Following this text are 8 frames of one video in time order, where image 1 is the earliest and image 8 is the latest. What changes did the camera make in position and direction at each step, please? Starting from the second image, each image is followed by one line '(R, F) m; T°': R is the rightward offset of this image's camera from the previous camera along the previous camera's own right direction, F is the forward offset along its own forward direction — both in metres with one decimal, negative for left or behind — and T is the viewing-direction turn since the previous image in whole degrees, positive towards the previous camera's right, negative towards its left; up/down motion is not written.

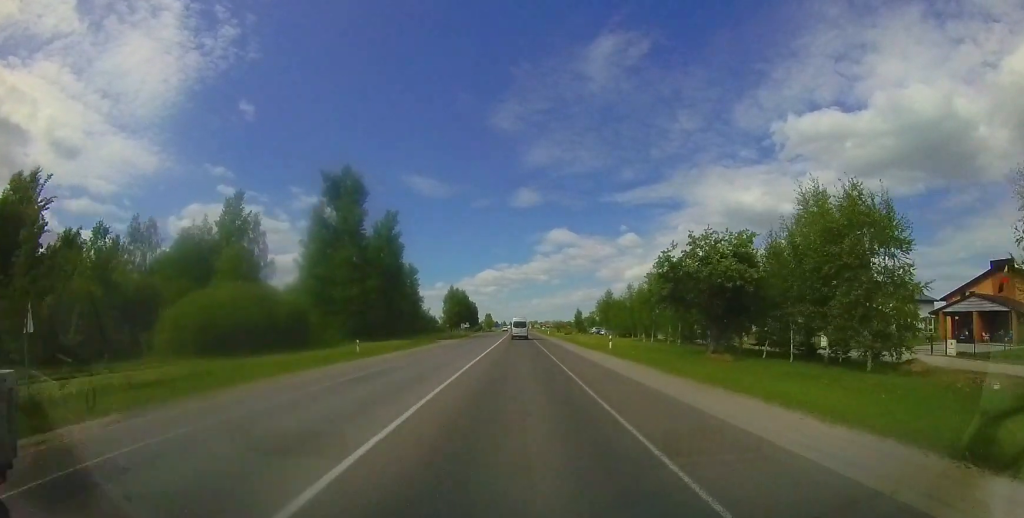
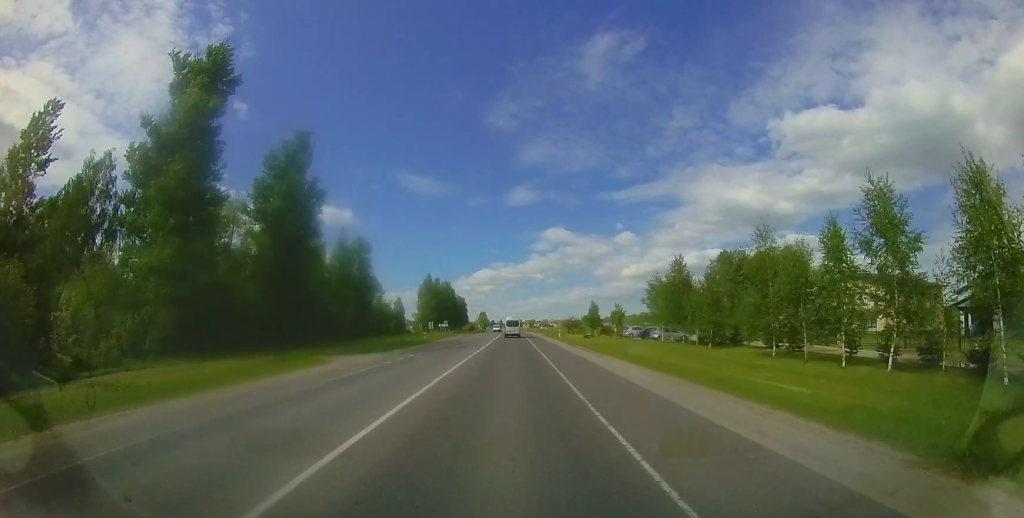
(+0.3, +26.7) m; 0°
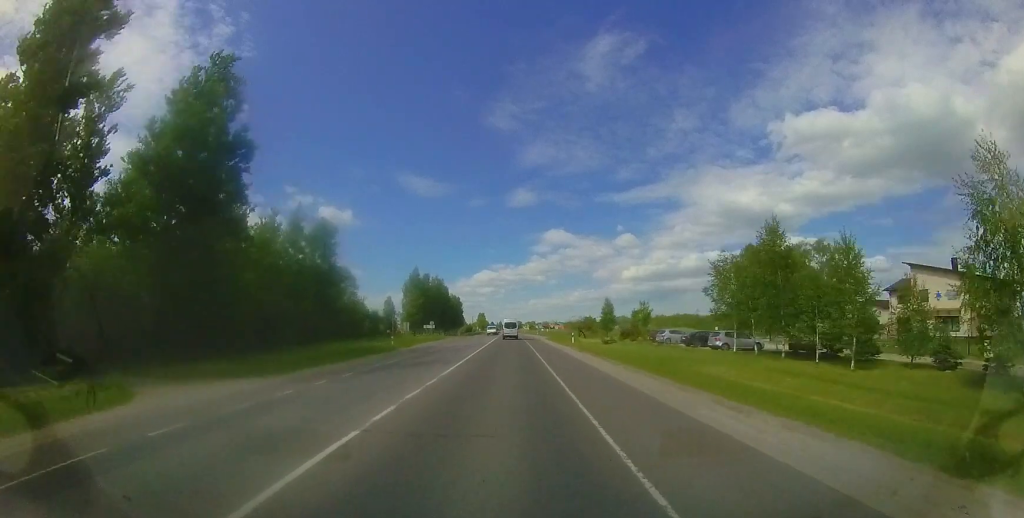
(-0.2, +12.6) m; 0°
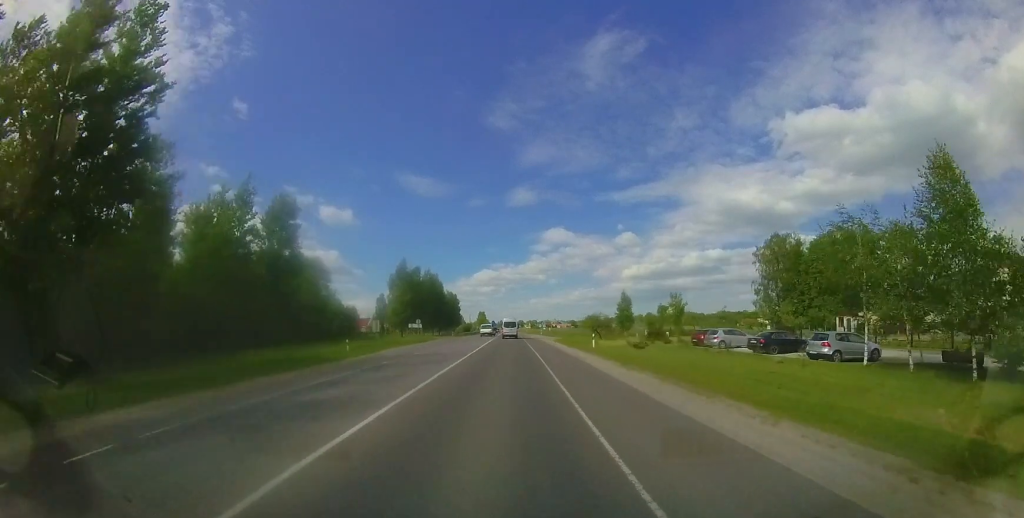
(-0.1, +10.2) m; 0°
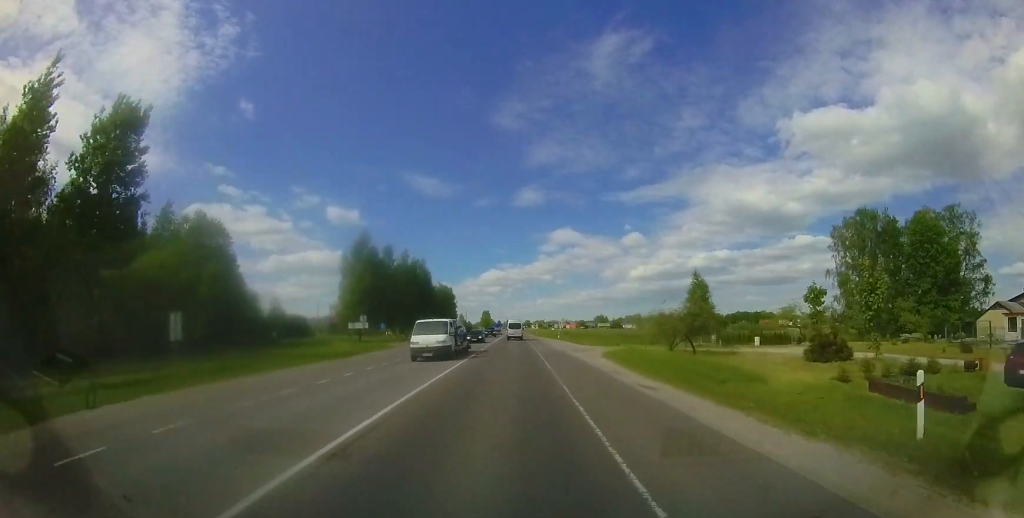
(+0.3, +23.1) m; -1°
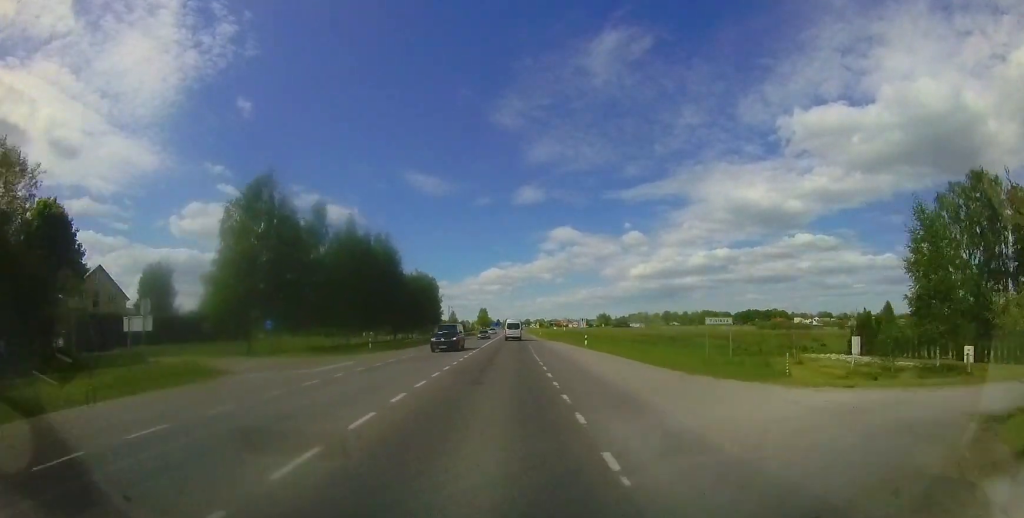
(-0.4, +22.3) m; -1°
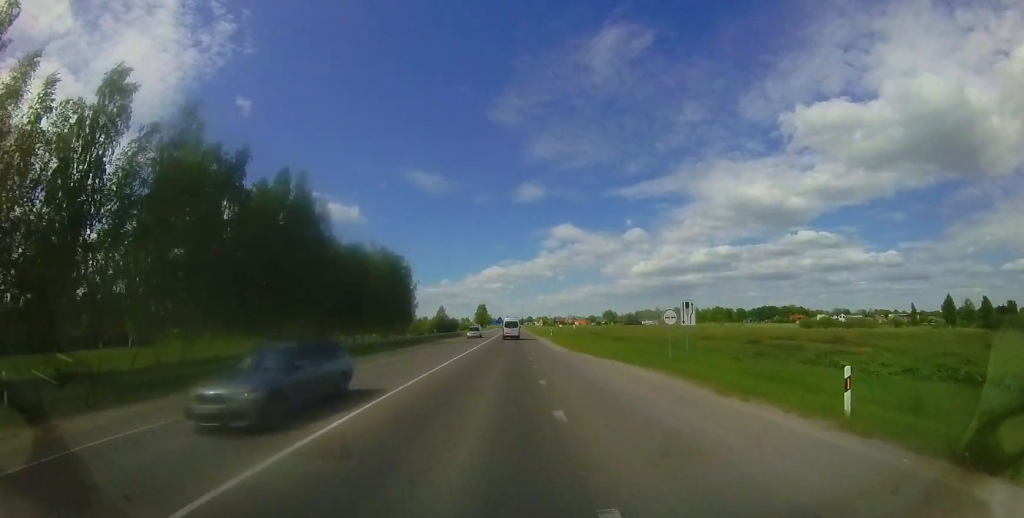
(-0.1, +26.7) m; 0°
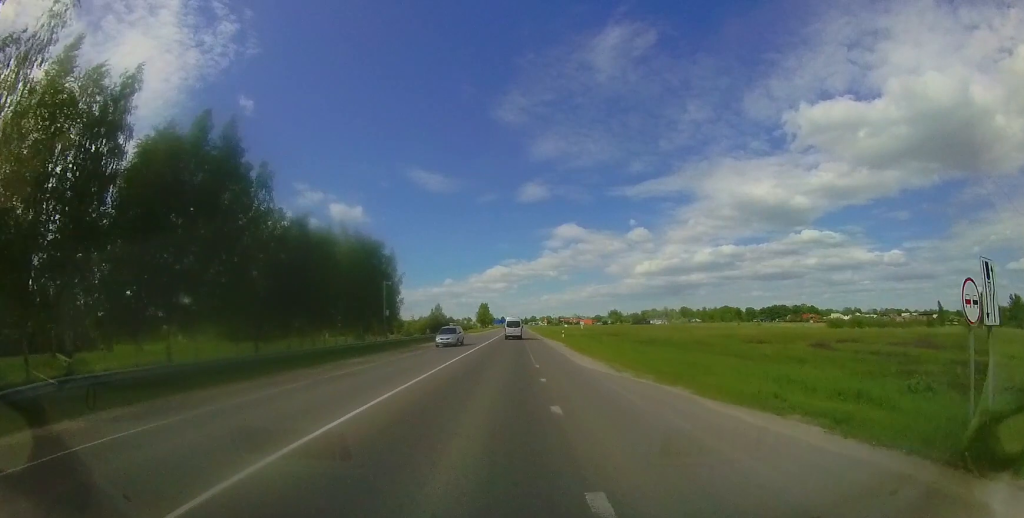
(0.0, +11.2) m; -1°
